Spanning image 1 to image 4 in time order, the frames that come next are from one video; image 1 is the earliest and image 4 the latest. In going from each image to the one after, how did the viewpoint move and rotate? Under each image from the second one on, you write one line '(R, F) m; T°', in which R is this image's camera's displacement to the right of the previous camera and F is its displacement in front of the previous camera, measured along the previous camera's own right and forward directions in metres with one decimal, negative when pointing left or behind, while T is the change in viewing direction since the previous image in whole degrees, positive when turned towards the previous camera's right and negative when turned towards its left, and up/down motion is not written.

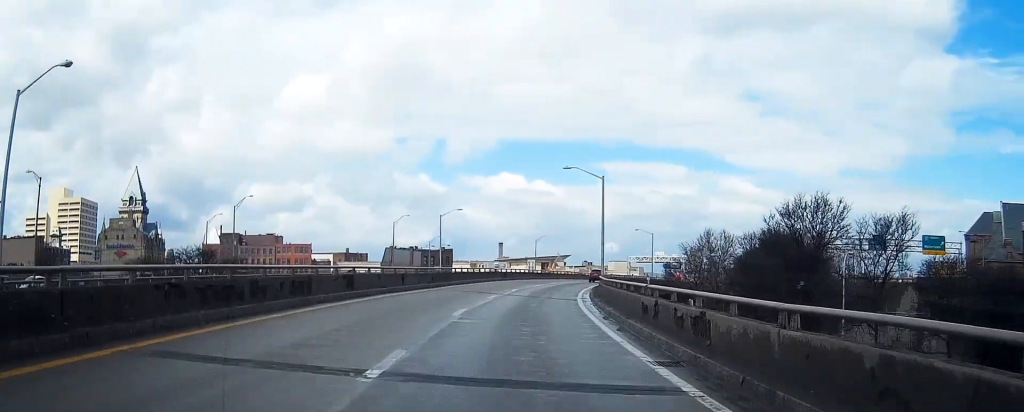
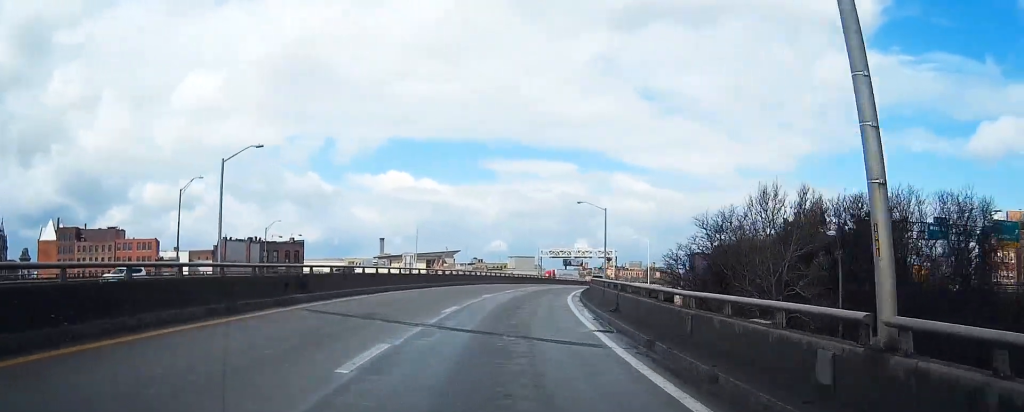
(+4.6, +47.8) m; +12°
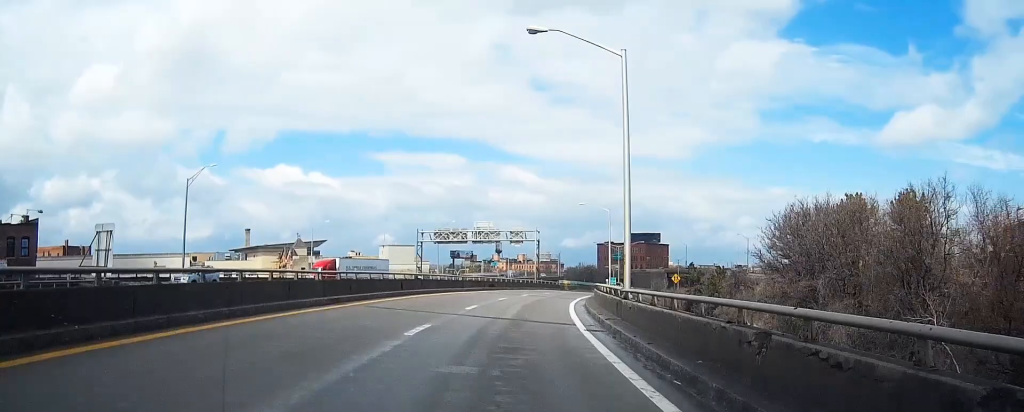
(+2.7, +54.5) m; +6°
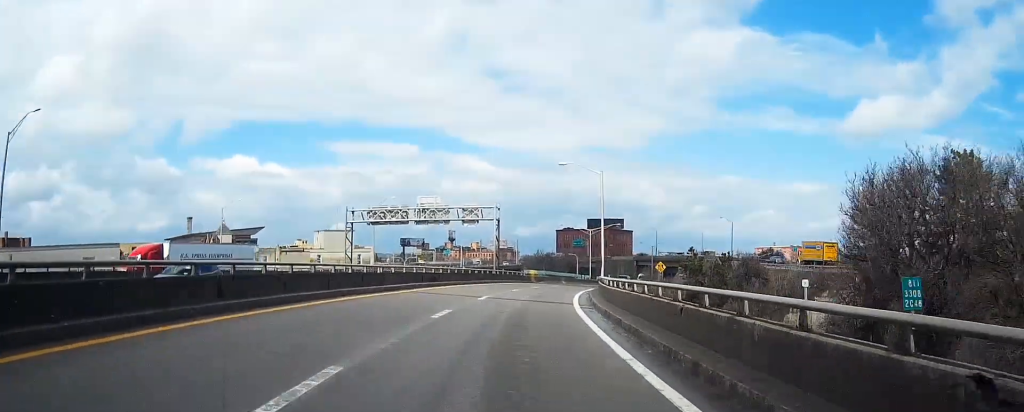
(+0.5, +20.6) m; +7°
